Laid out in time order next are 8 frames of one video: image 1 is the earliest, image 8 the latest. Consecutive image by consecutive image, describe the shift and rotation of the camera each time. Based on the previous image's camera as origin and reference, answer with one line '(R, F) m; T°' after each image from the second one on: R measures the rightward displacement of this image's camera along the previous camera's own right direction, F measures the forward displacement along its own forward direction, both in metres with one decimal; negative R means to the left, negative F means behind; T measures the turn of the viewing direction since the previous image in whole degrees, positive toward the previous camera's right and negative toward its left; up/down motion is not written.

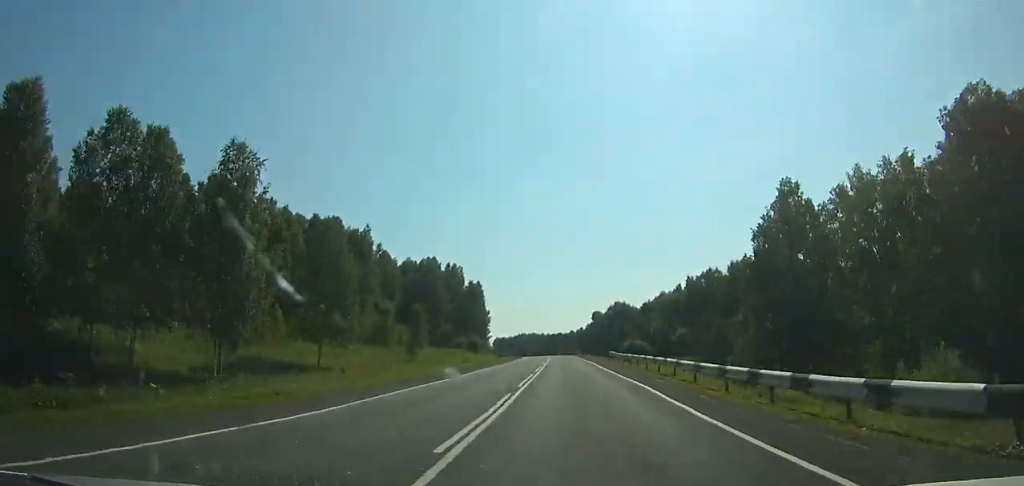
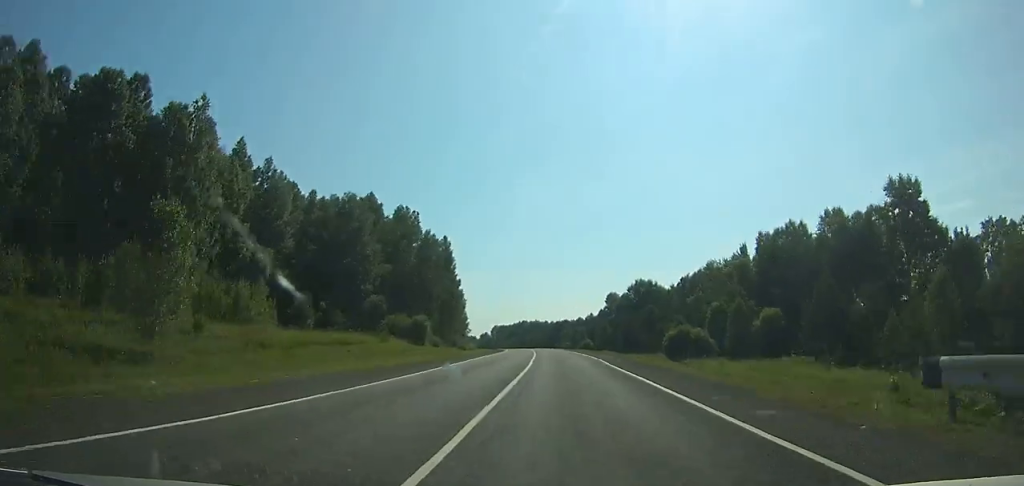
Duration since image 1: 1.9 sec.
(-0.4, +55.4) m; -2°
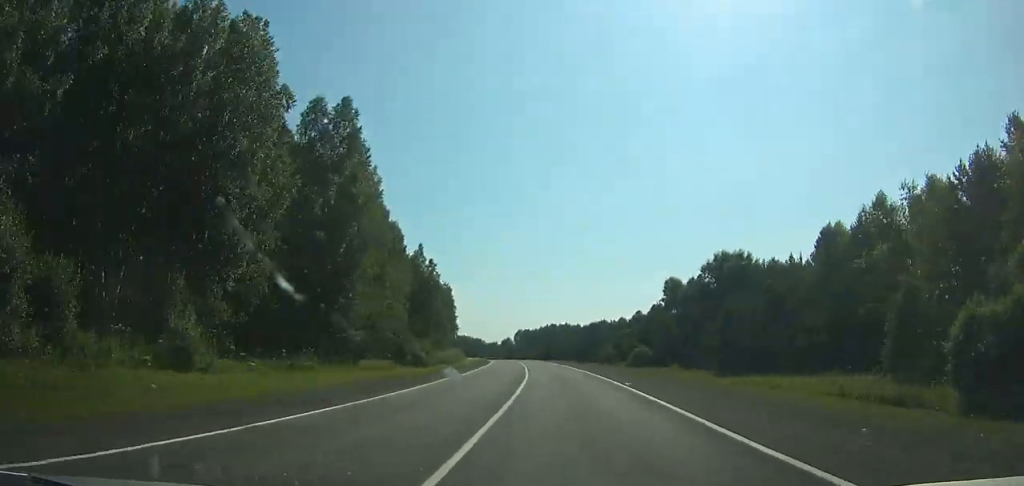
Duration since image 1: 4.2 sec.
(-0.7, +66.0) m; -3°
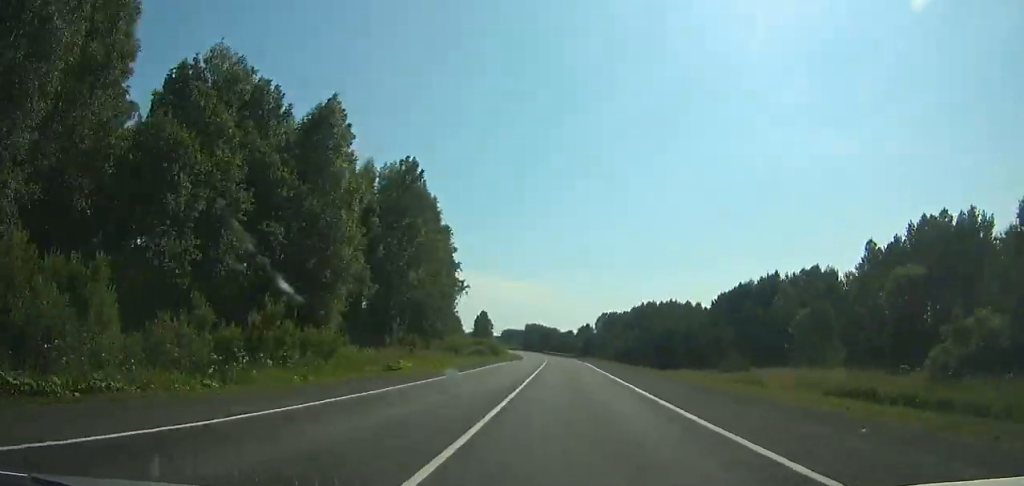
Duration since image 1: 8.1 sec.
(-6.7, +110.5) m; -6°
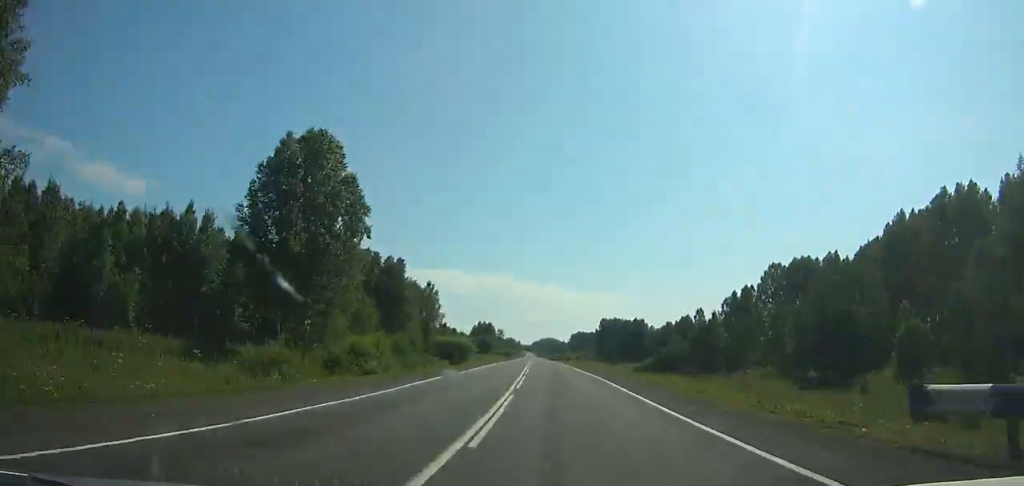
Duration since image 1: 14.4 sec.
(-12.1, +179.1) m; -8°
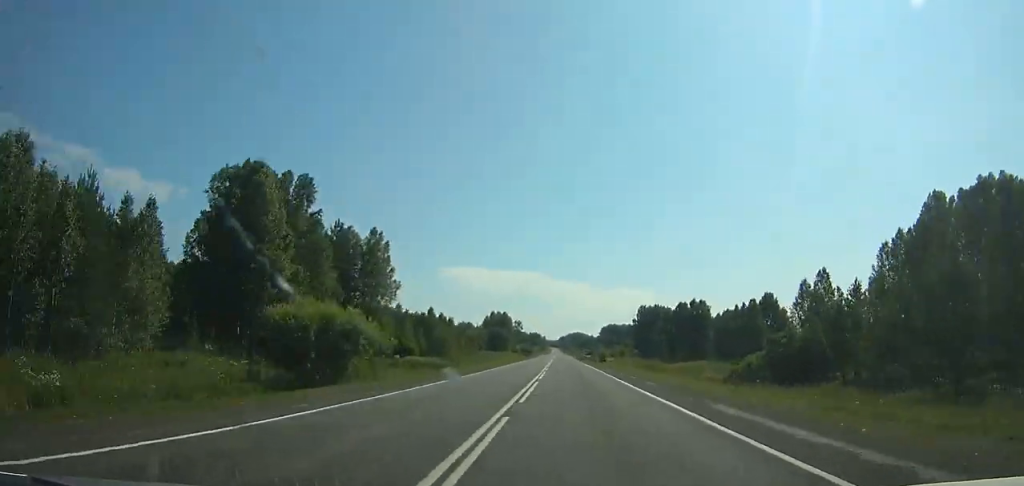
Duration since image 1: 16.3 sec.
(-1.1, +54.7) m; -2°
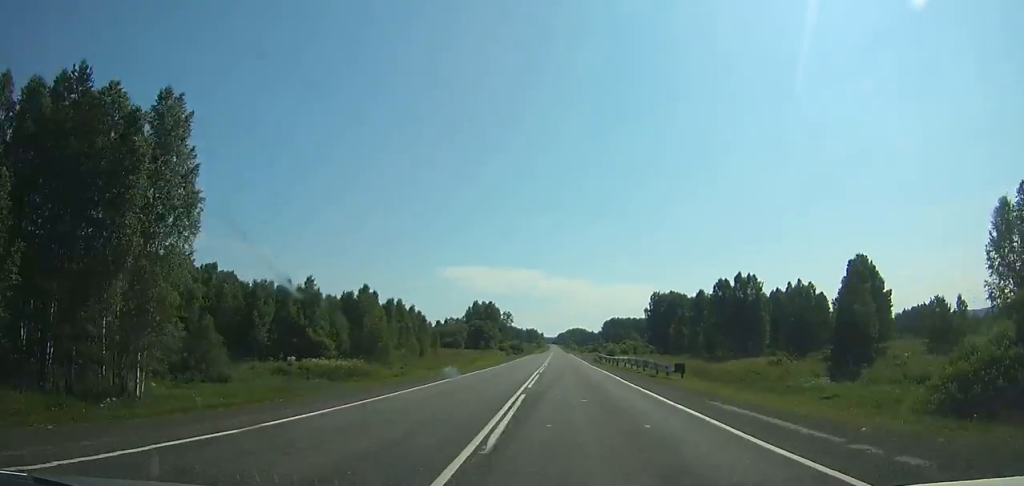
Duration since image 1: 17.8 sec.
(-0.7, +43.4) m; -1°
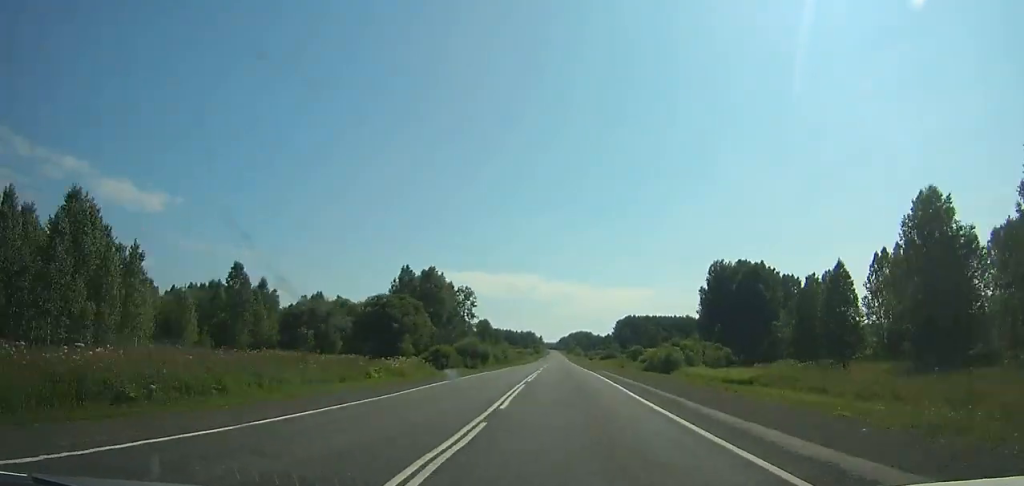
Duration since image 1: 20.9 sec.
(-0.7, +90.0) m; -1°
